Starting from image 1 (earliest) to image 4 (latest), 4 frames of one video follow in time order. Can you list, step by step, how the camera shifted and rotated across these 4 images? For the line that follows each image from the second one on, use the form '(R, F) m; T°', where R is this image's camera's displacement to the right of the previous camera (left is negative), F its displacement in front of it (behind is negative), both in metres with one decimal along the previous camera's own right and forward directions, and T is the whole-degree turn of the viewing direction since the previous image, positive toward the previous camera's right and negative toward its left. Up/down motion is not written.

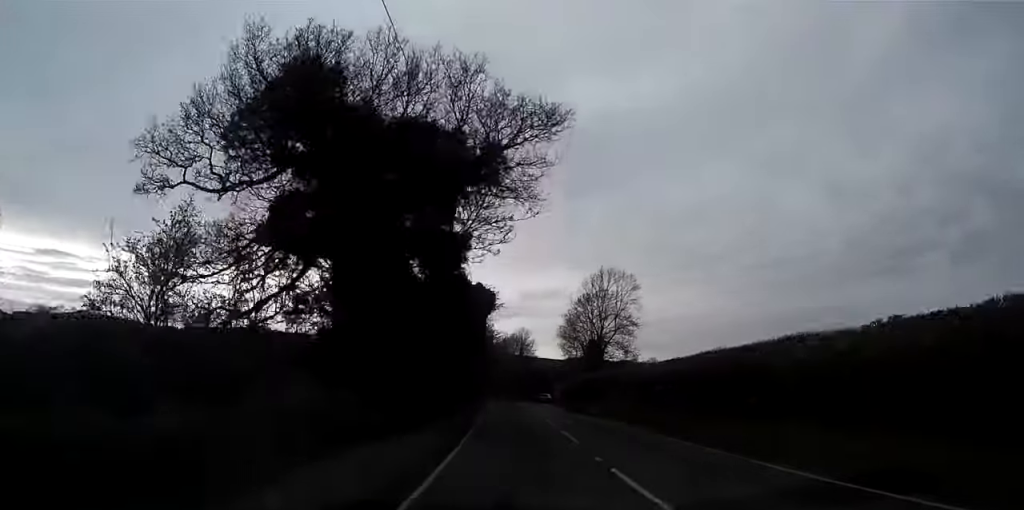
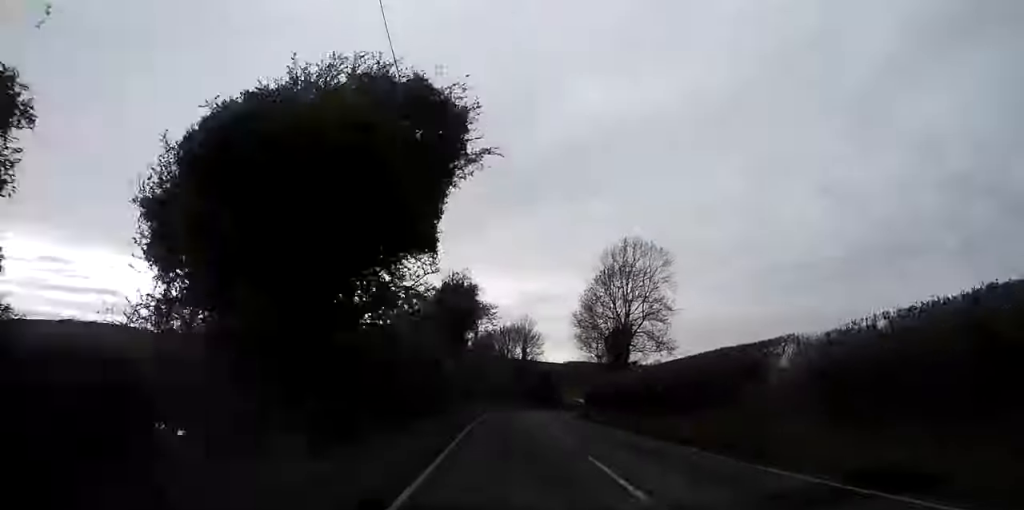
(+0.1, +24.6) m; 0°
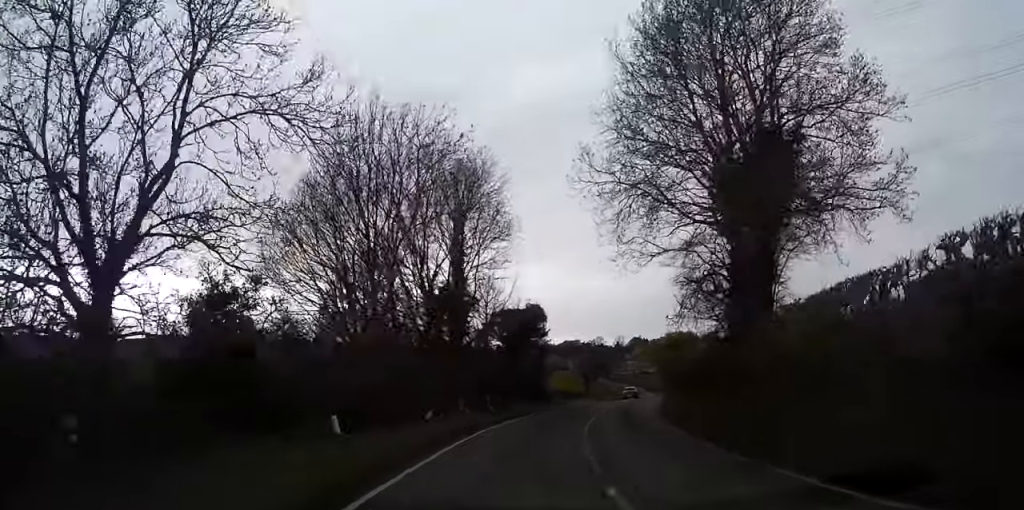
(+0.3, +58.3) m; +5°
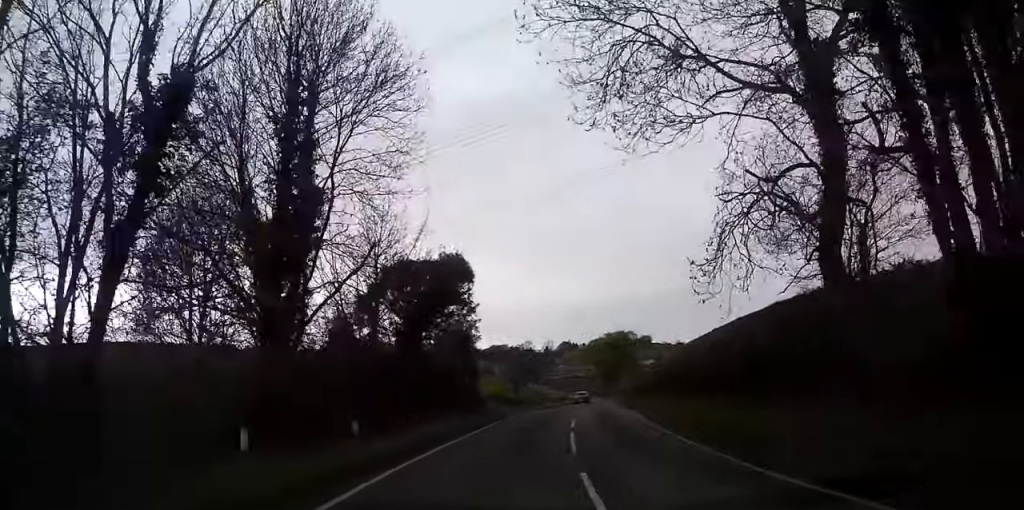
(+0.7, +16.3) m; +5°
